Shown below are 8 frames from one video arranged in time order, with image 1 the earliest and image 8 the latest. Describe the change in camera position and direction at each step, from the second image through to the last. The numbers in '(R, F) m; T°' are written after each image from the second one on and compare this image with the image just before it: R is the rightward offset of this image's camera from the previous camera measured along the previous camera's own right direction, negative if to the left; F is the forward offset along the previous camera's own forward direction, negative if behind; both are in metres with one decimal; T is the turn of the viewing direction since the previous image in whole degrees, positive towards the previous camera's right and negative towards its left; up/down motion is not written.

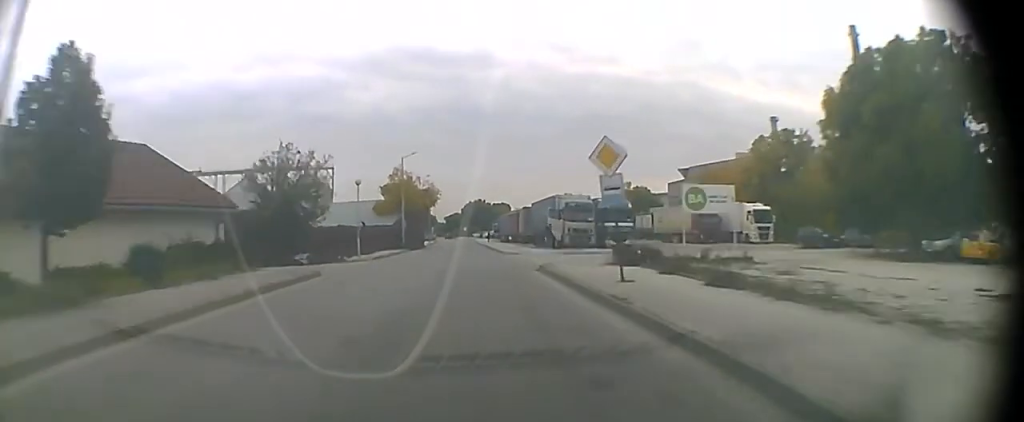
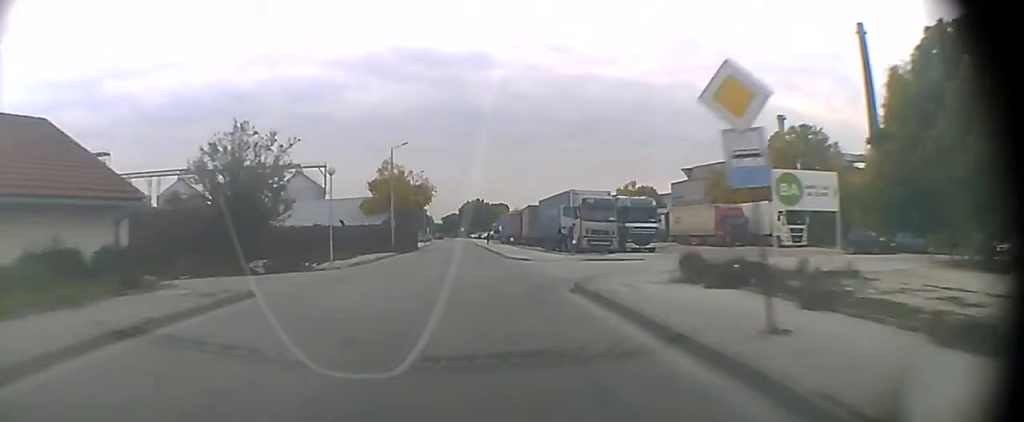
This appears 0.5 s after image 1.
(0.0, +7.0) m; 0°
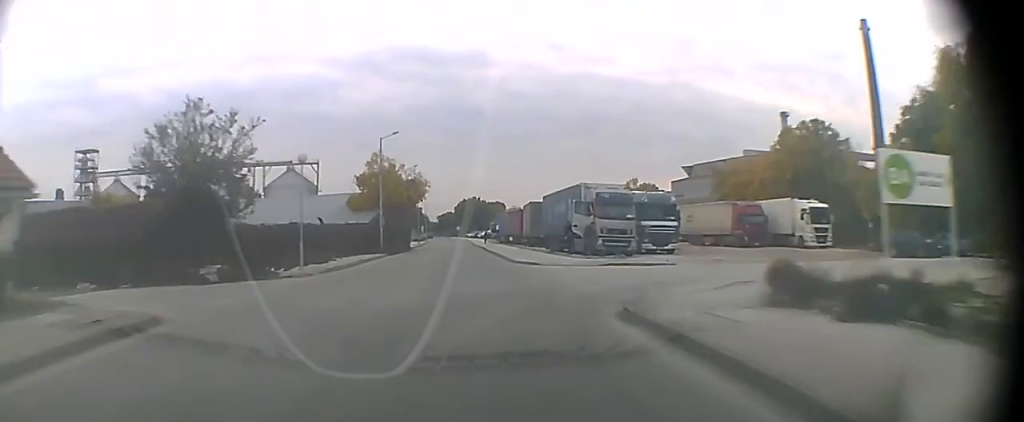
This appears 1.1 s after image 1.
(0.0, +7.1) m; 0°
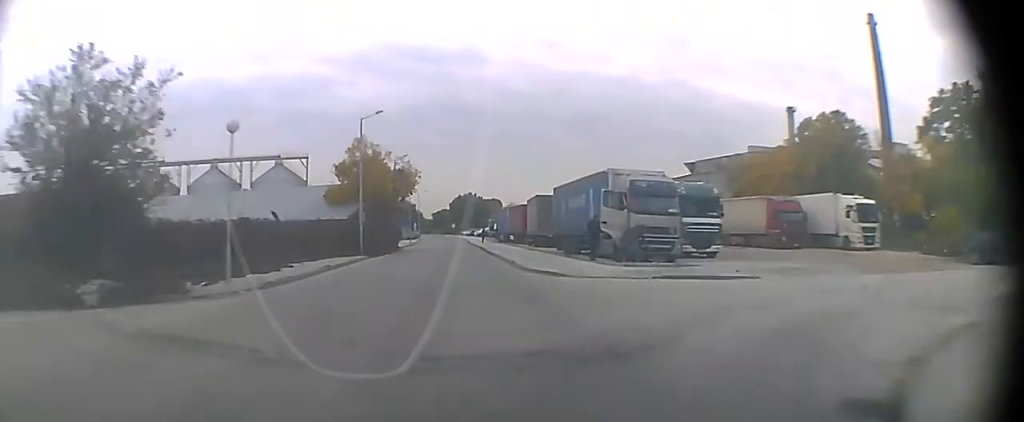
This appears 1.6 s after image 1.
(0.0, +7.3) m; 0°
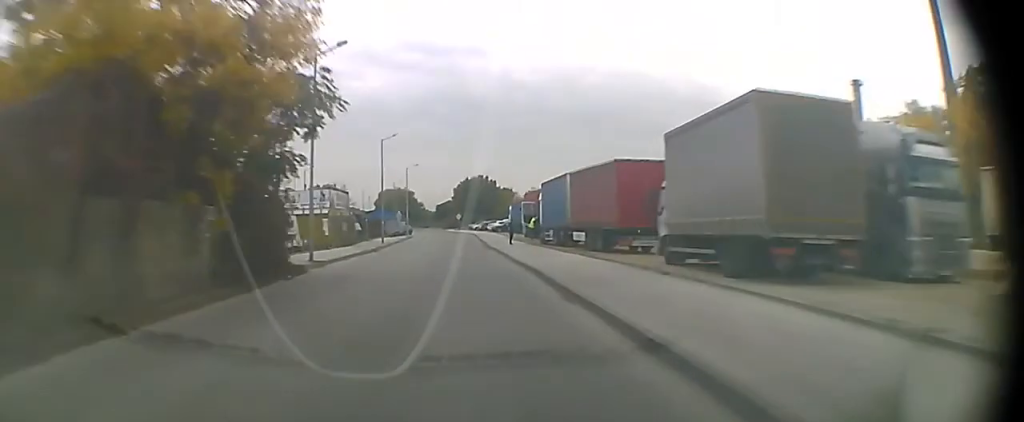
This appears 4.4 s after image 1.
(+0.1, +40.1) m; 0°
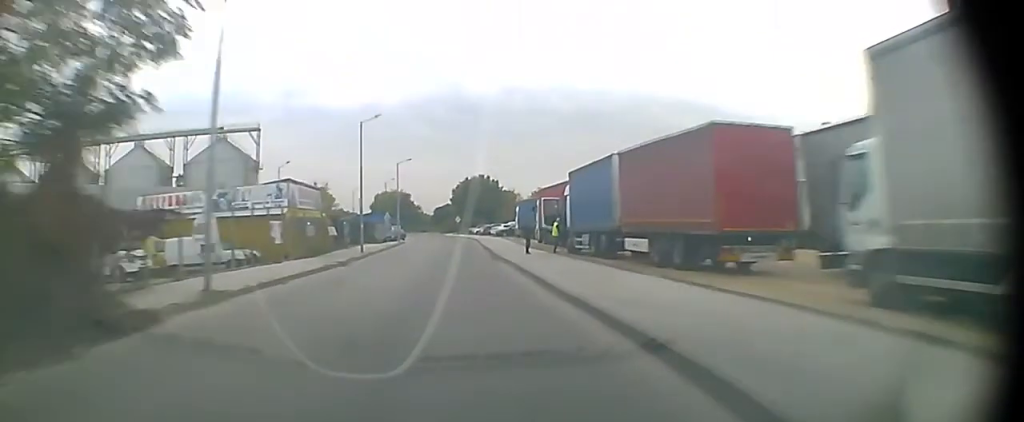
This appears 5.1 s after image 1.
(0.0, +10.7) m; 0°
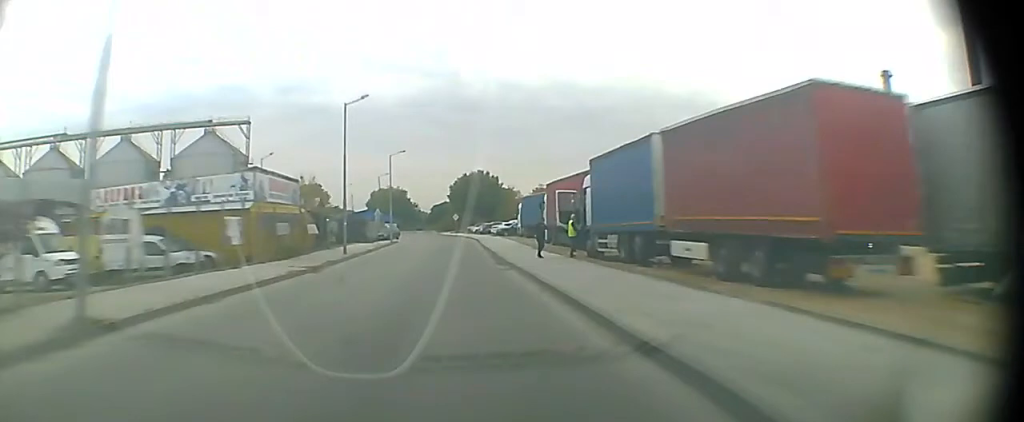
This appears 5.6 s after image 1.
(0.0, +6.9) m; 0°
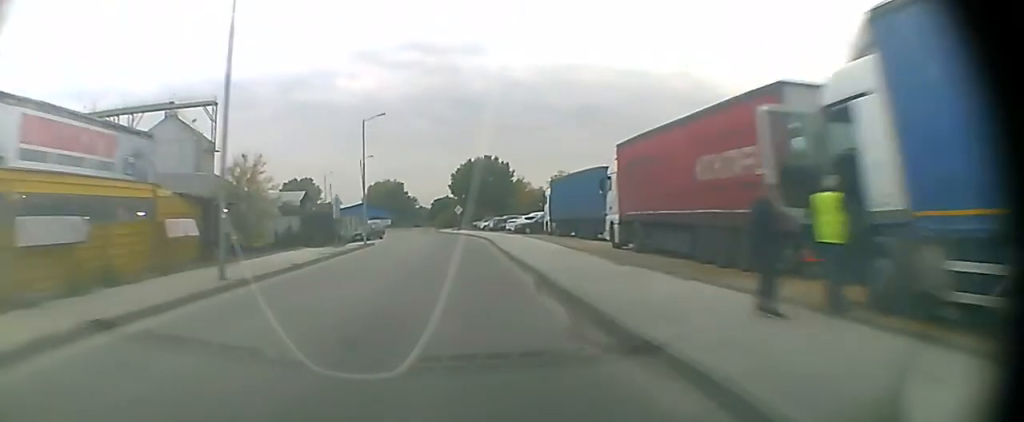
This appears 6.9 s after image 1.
(0.0, +19.7) m; 0°
